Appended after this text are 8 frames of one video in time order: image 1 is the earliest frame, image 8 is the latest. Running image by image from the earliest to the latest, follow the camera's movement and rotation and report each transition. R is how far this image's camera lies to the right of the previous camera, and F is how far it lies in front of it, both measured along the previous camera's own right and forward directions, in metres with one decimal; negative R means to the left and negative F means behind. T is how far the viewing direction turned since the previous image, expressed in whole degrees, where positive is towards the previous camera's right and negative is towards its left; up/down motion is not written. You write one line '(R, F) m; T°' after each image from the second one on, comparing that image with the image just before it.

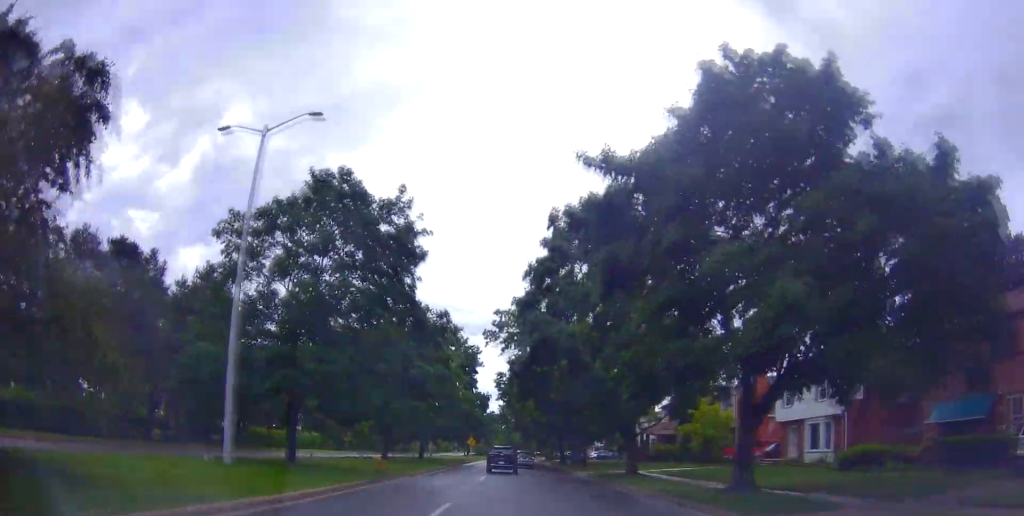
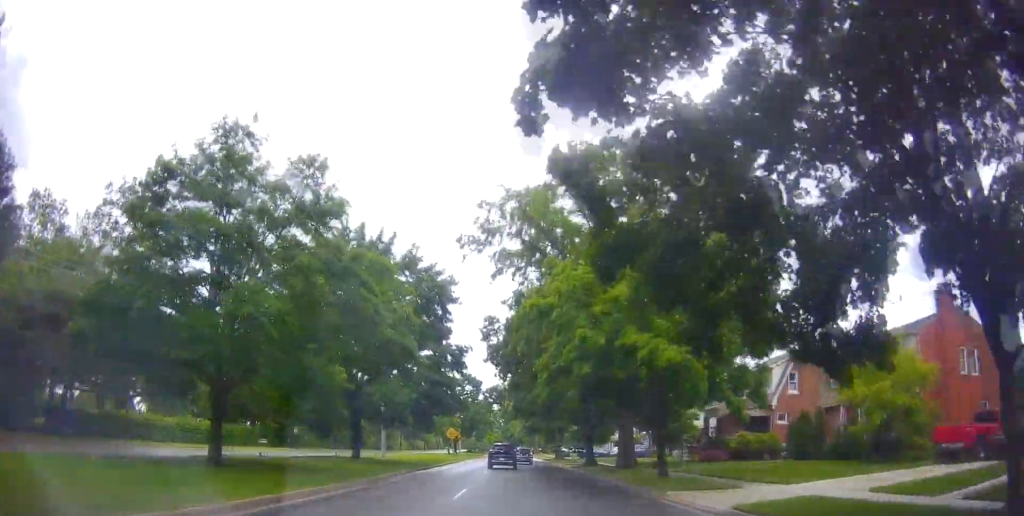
(-0.5, +26.8) m; +1°
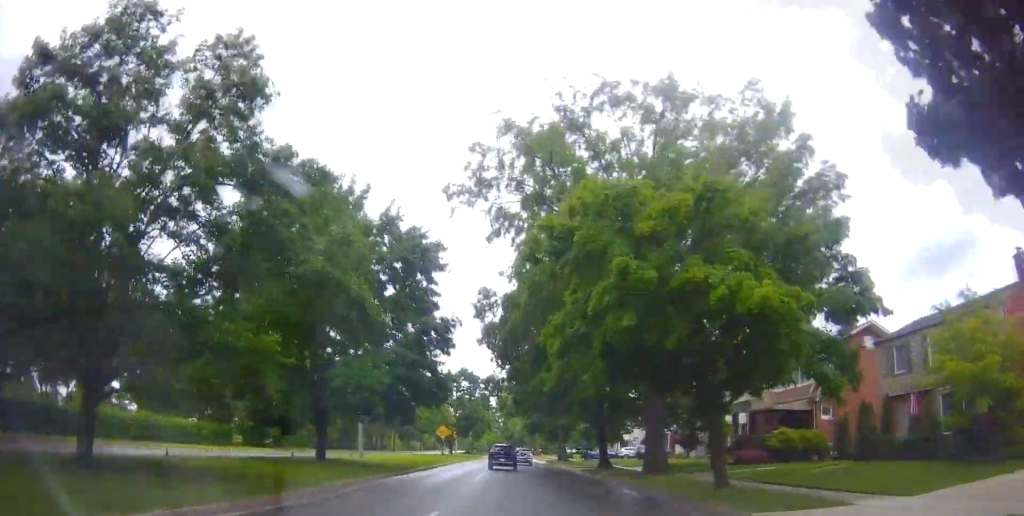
(+0.2, +6.8) m; 0°
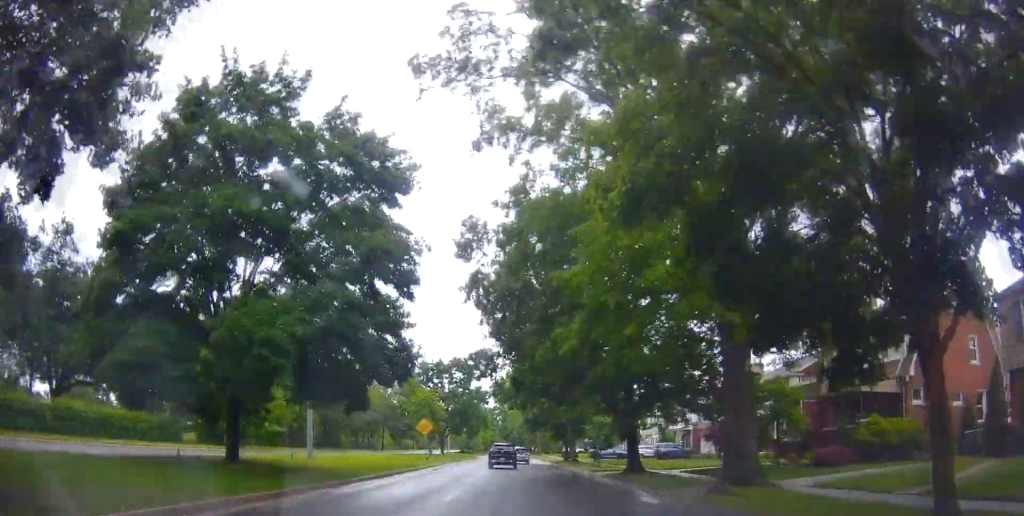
(0.0, +9.9) m; -1°
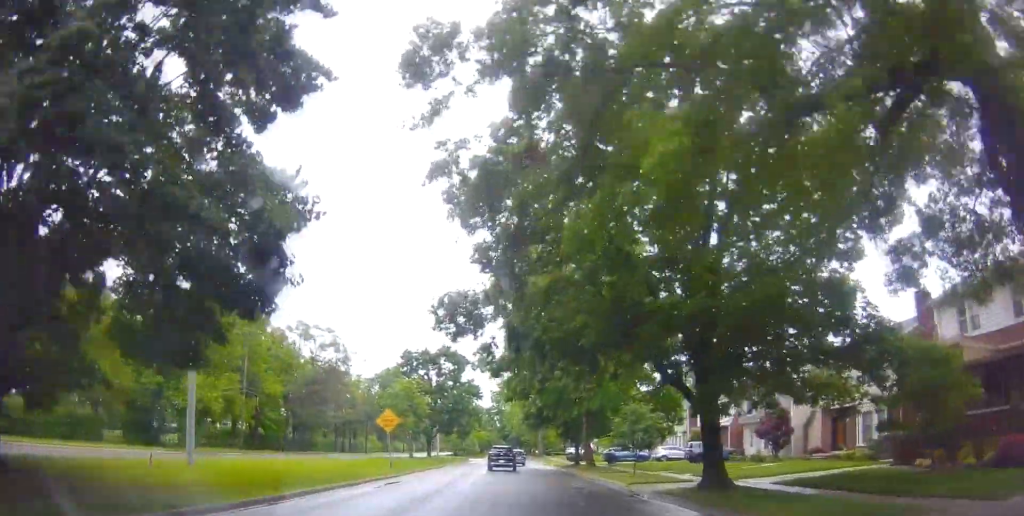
(-0.3, +11.7) m; -1°
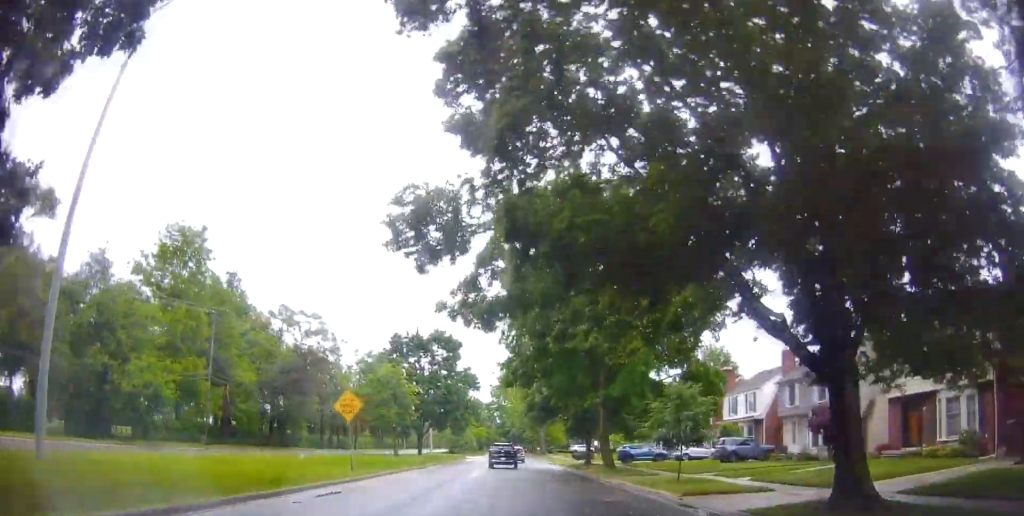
(-0.3, +7.4) m; +2°
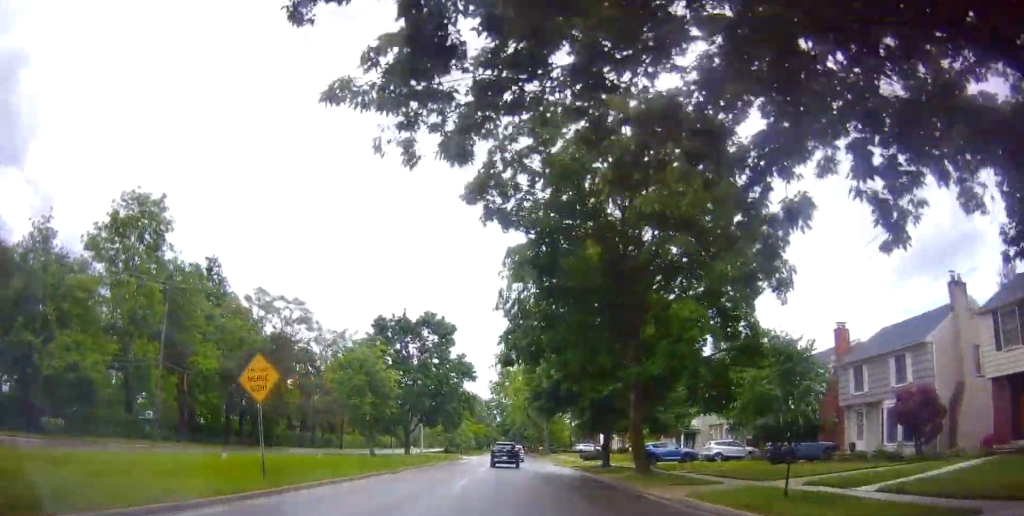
(+0.4, +8.1) m; +1°
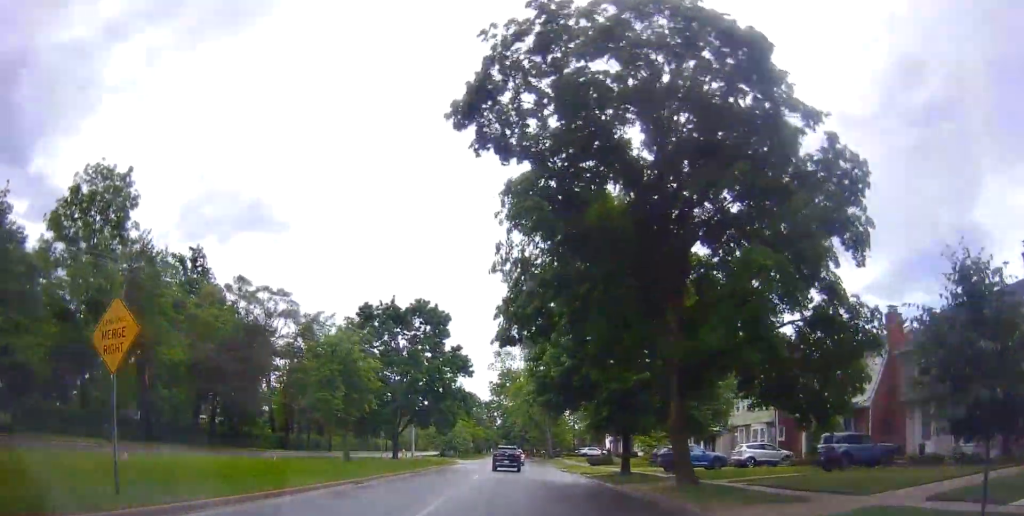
(+0.4, +5.9) m; +1°
